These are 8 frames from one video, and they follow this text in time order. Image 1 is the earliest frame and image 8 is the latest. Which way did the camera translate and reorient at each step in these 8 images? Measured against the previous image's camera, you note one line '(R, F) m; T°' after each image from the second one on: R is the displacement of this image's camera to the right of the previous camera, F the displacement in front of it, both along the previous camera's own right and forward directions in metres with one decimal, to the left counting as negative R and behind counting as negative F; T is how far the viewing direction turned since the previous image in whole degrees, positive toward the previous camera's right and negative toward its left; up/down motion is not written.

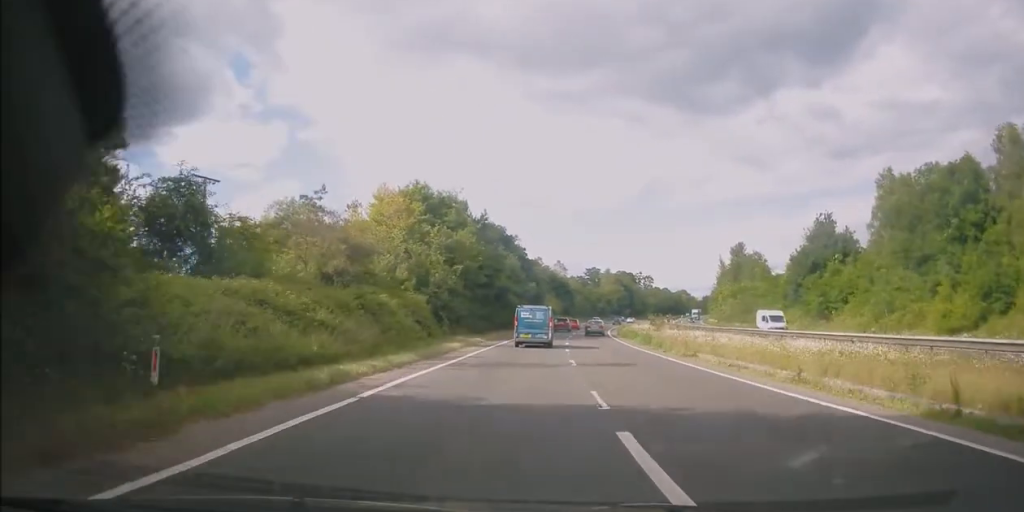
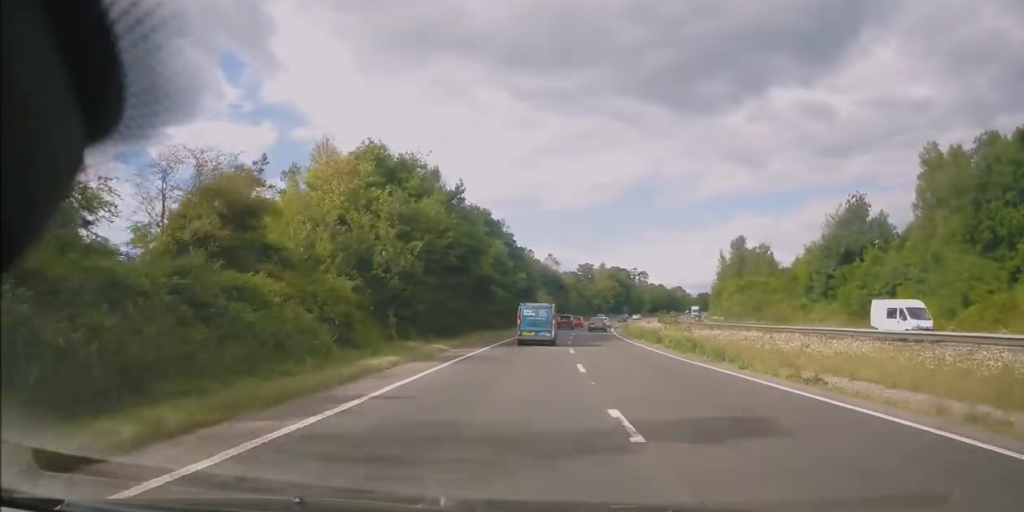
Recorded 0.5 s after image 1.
(0.0, +11.4) m; +1°
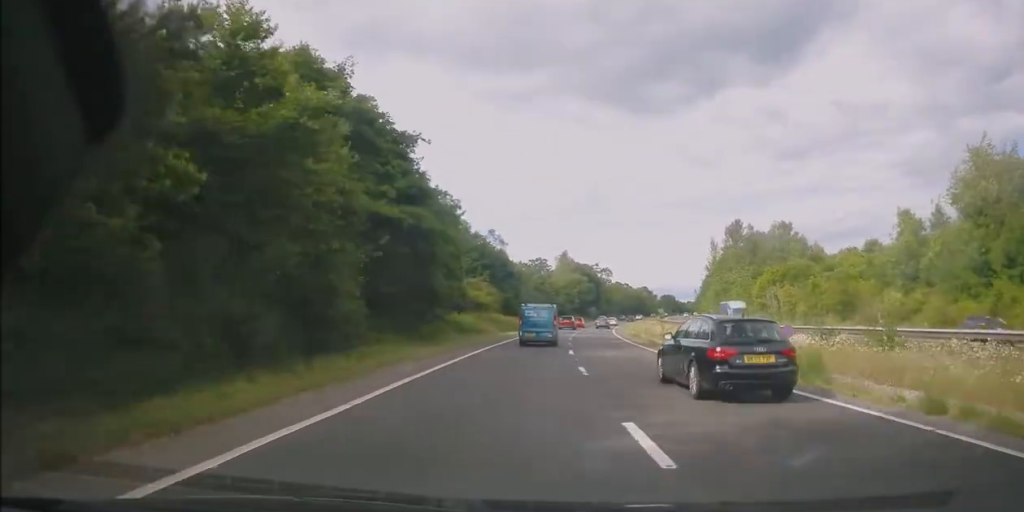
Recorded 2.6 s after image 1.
(+2.1, +51.4) m; +5°
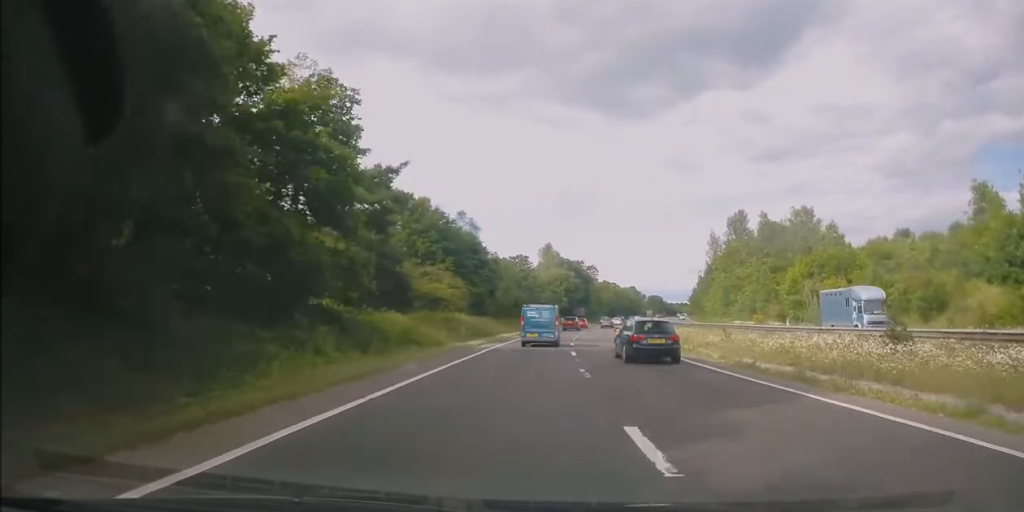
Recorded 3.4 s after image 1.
(+0.3, +19.8) m; +2°
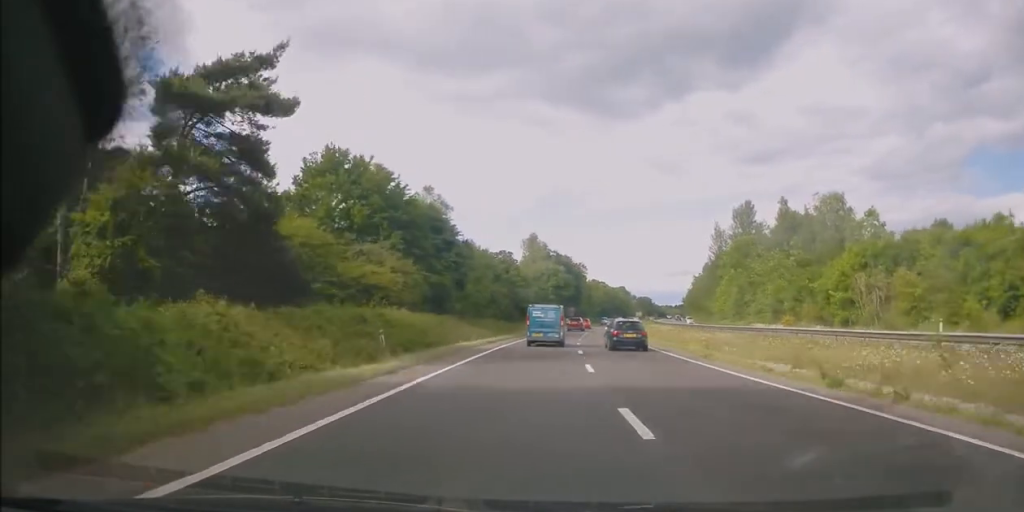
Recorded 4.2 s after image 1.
(+0.4, +16.1) m; +2°
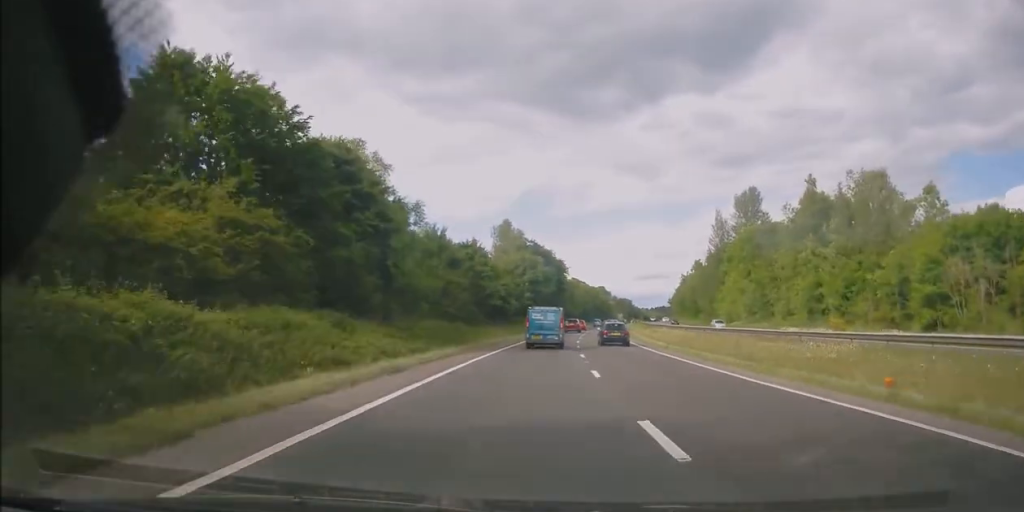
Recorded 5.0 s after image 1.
(+0.2, +18.4) m; +1°
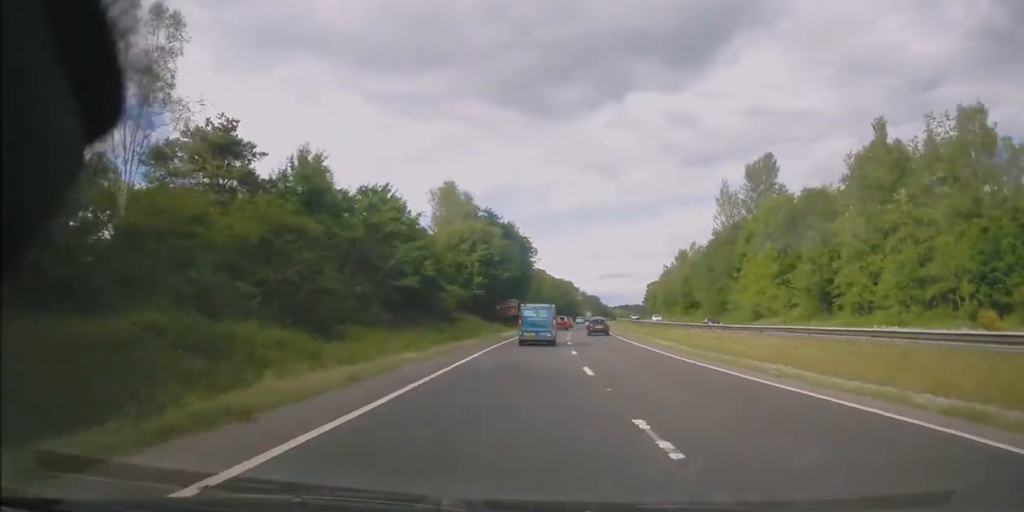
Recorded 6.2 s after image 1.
(+0.5, +23.3) m; +3°
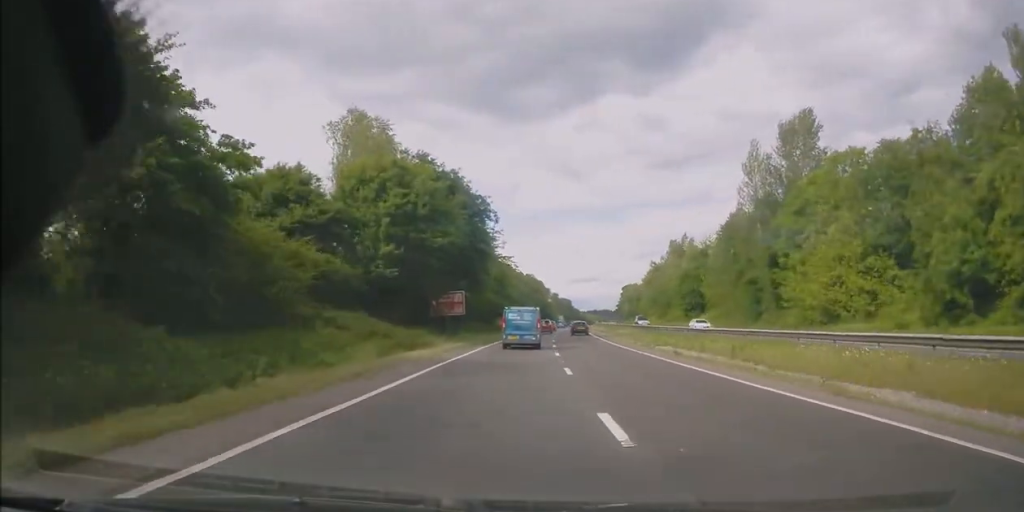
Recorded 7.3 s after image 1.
(+0.6, +22.5) m; +2°
